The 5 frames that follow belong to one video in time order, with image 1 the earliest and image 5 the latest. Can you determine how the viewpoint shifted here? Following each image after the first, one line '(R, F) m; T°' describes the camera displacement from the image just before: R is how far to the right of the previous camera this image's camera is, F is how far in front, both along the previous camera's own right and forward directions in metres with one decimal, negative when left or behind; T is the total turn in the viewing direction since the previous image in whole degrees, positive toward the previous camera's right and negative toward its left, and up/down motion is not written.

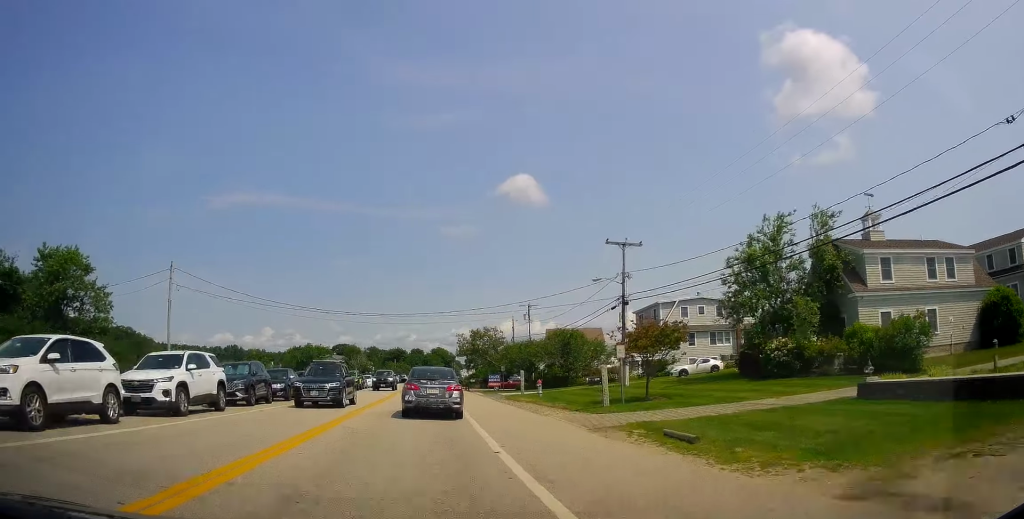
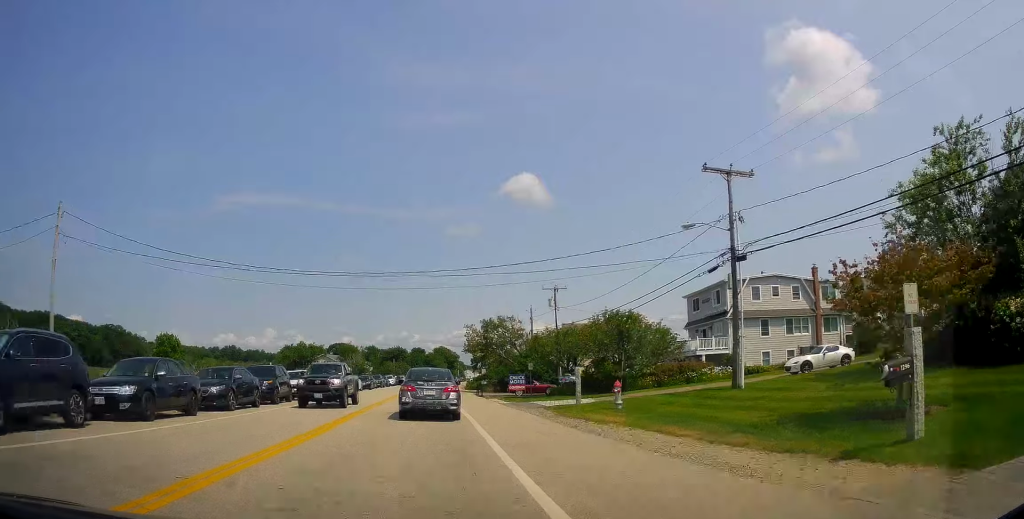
(0.0, +14.3) m; 0°
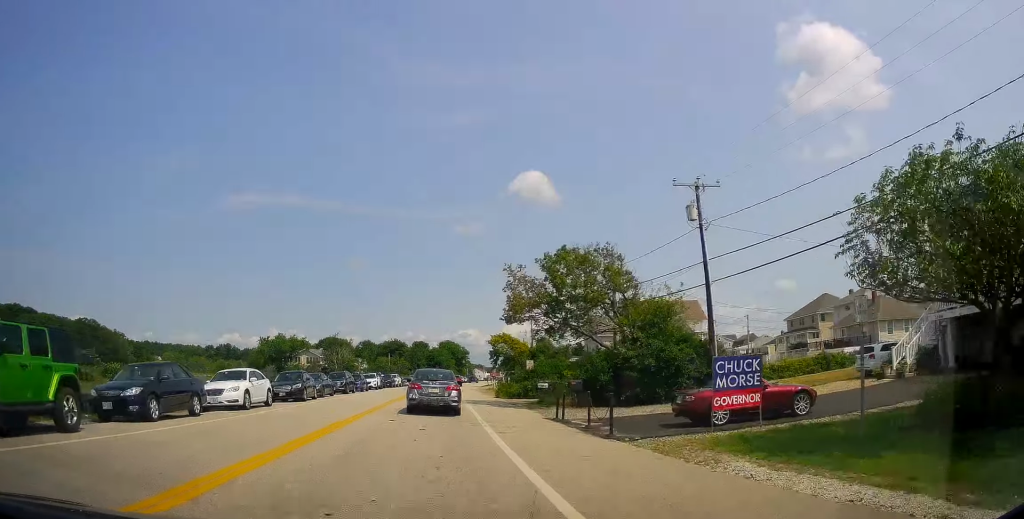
(0.0, +32.1) m; -1°
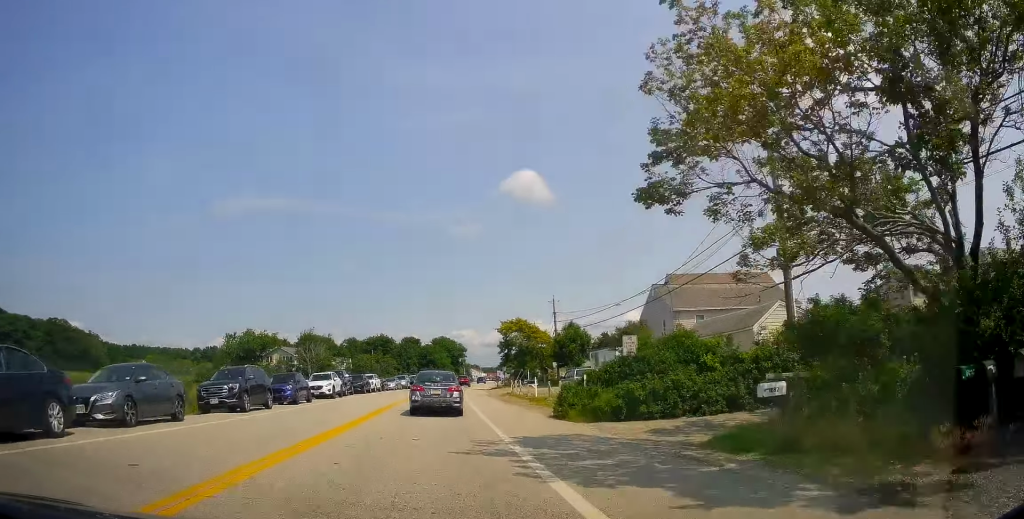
(+0.4, +21.6) m; +4°
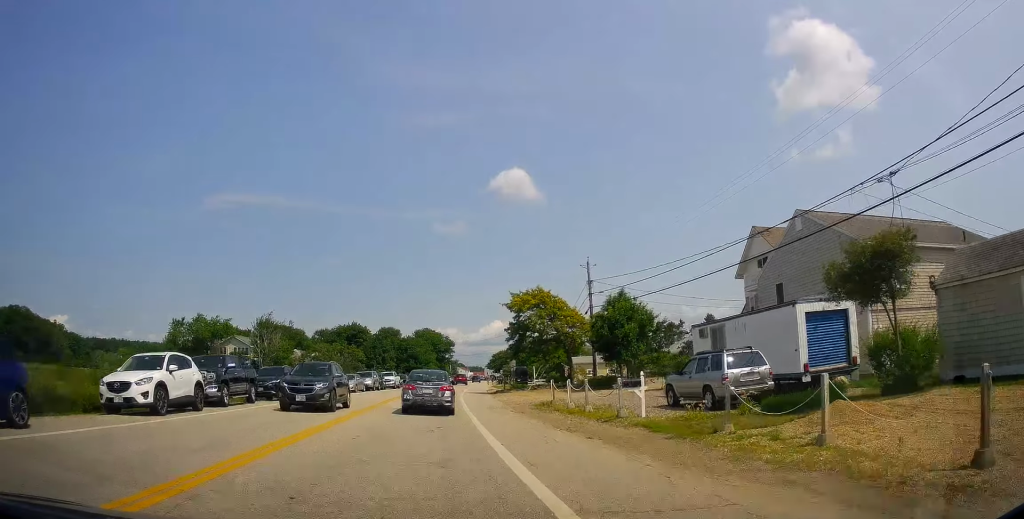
(+0.1, +21.4) m; 0°
